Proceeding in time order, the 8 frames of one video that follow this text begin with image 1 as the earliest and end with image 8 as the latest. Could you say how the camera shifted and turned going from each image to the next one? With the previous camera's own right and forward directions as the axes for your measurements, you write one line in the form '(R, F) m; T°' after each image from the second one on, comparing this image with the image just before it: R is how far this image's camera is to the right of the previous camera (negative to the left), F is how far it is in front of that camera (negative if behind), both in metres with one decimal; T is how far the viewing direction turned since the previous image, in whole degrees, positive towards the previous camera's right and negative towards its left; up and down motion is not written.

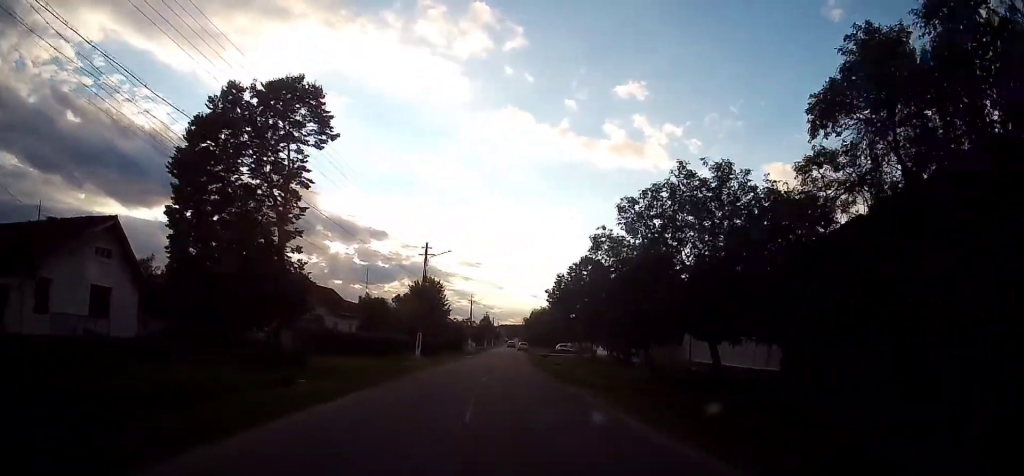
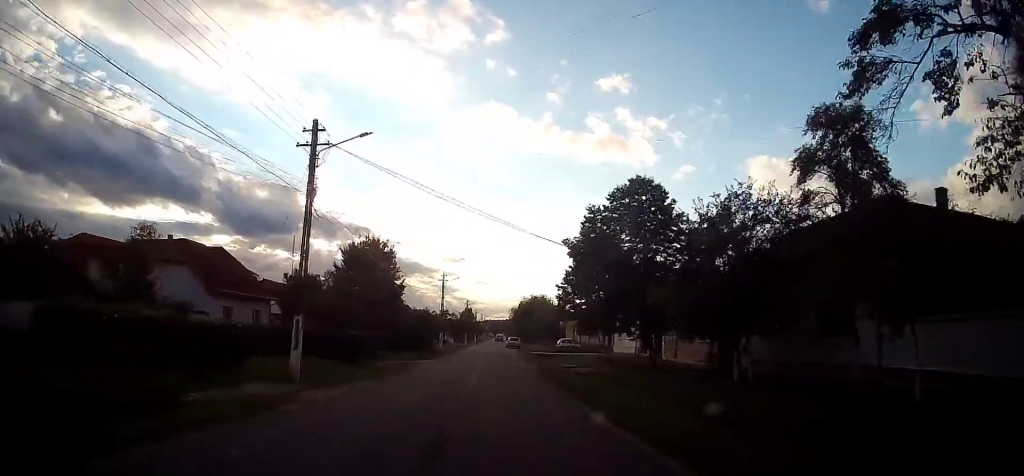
(+0.3, +20.3) m; +2°
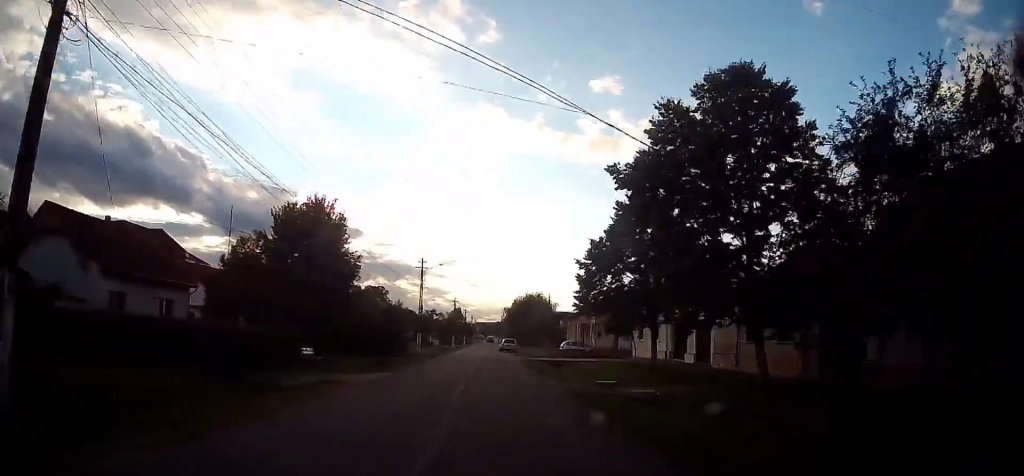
(+0.2, +10.6) m; +2°
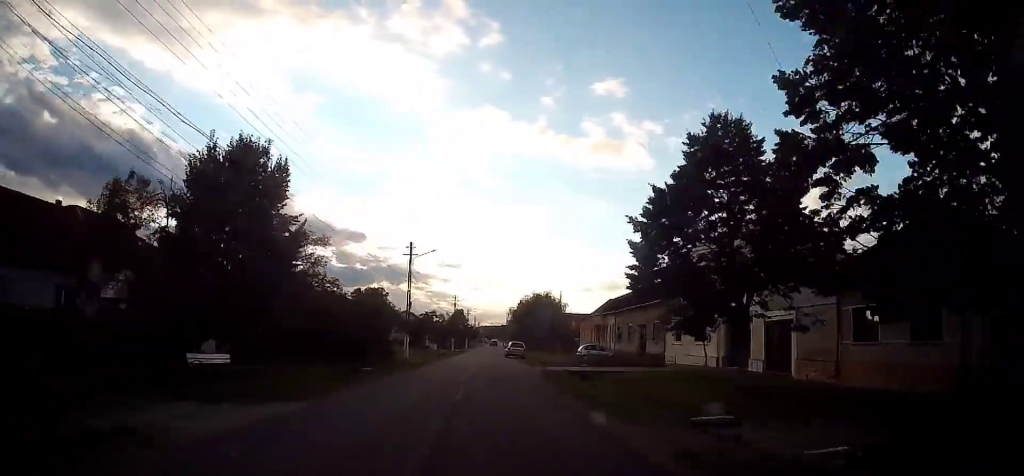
(+0.3, +8.2) m; 0°
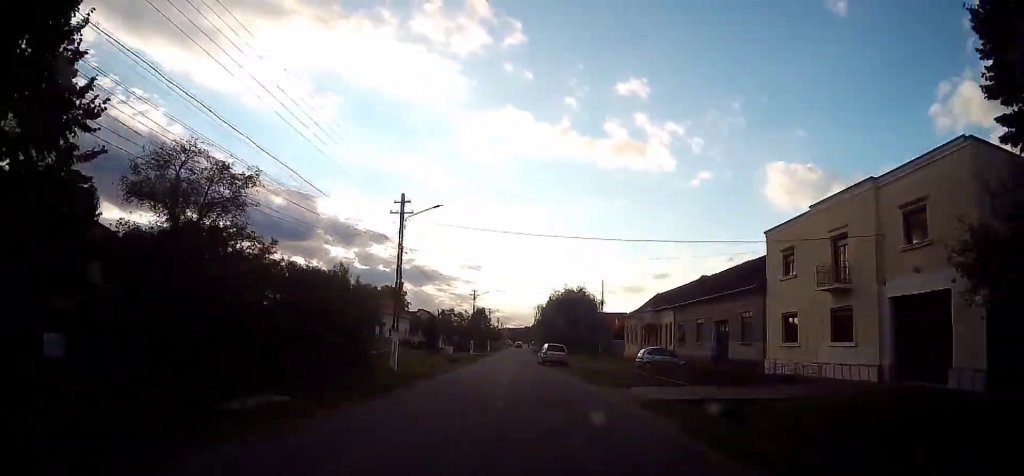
(-0.5, +12.0) m; -3°
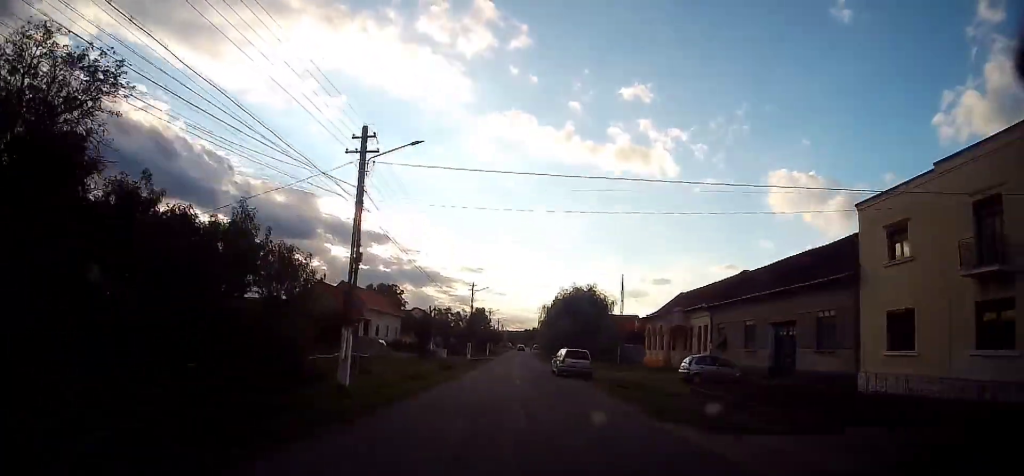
(0.0, +7.9) m; 0°
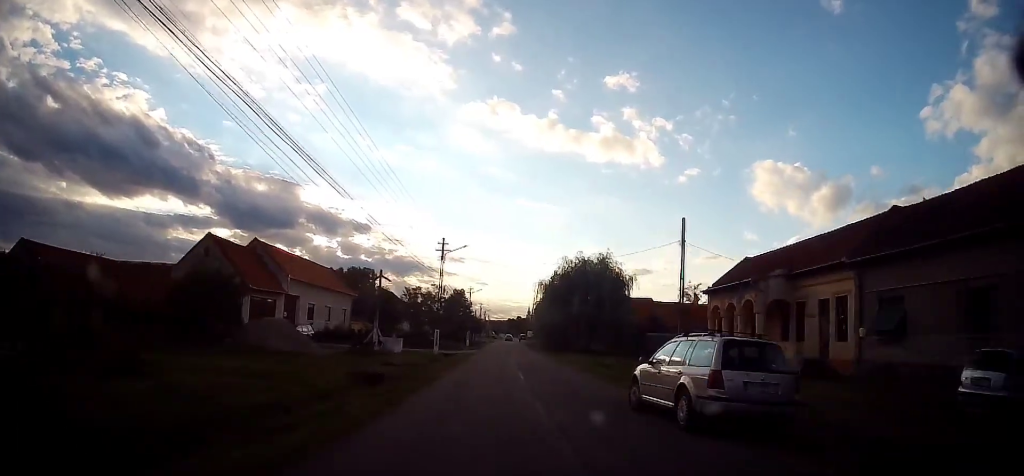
(-0.2, +18.5) m; +2°
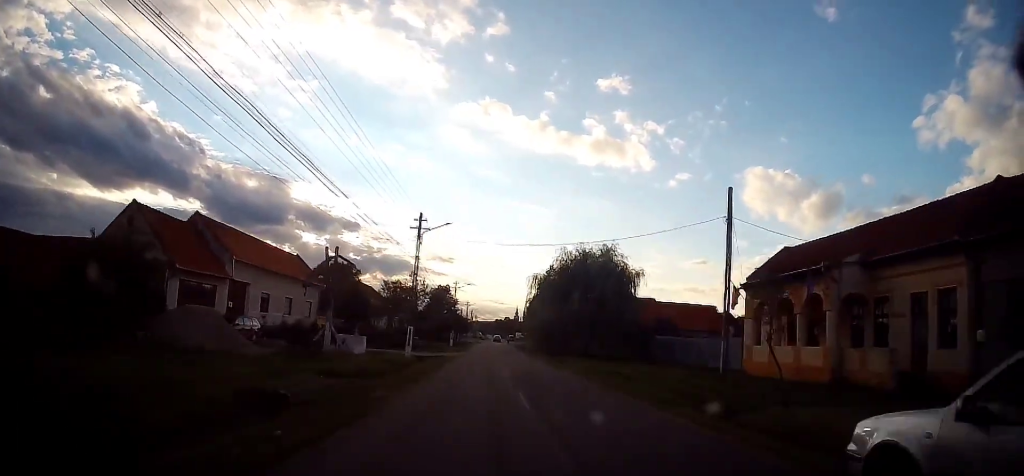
(+0.3, +7.2) m; +1°
